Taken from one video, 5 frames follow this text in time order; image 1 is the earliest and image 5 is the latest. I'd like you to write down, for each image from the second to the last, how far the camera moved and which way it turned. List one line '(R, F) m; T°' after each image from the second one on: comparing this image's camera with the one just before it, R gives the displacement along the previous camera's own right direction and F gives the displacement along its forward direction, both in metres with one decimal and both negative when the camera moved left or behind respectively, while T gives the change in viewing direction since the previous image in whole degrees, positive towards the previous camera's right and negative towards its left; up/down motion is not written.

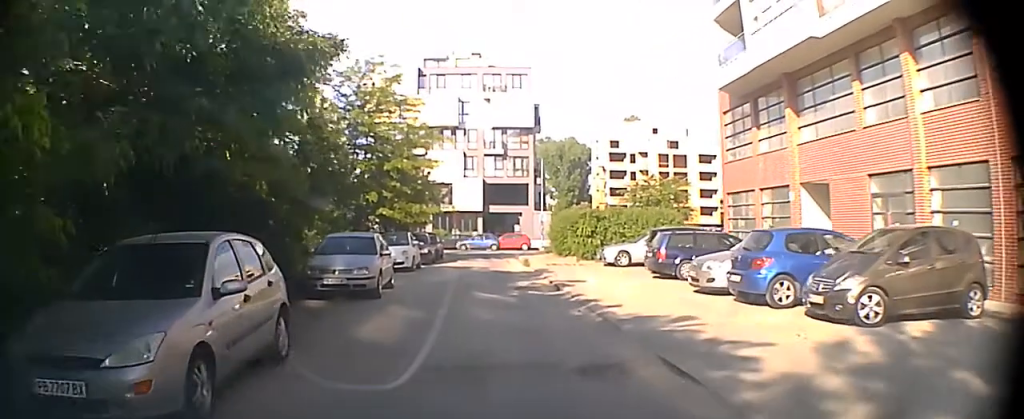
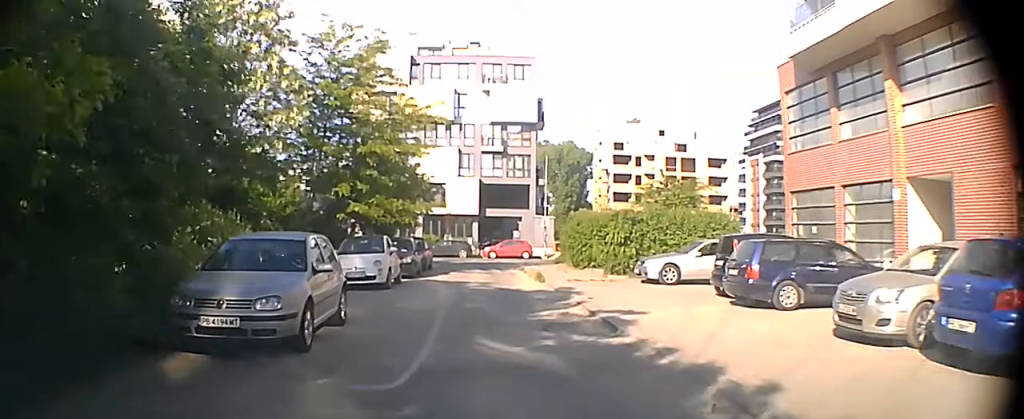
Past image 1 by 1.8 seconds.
(0.0, +7.9) m; +1°
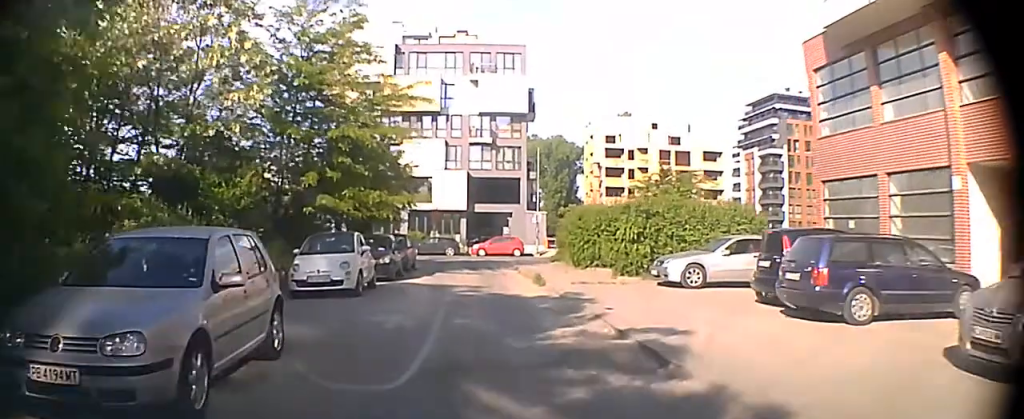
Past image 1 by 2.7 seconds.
(0.0, +3.8) m; 0°
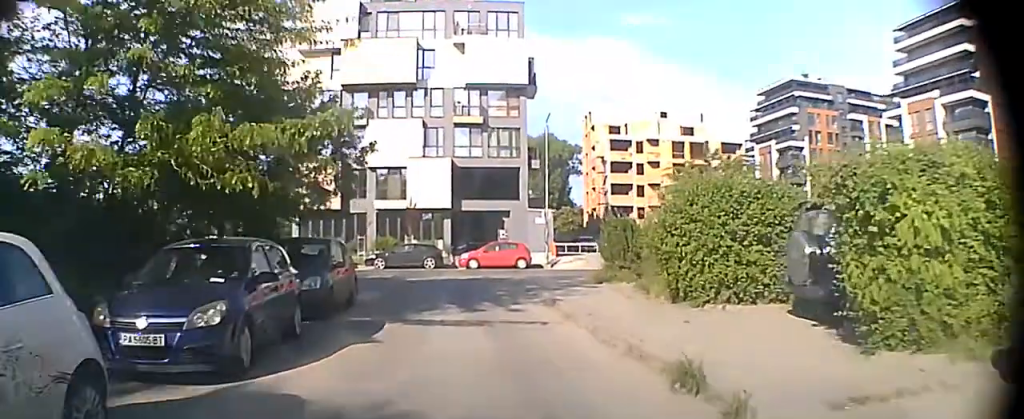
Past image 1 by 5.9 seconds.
(+0.3, +13.2) m; +1°
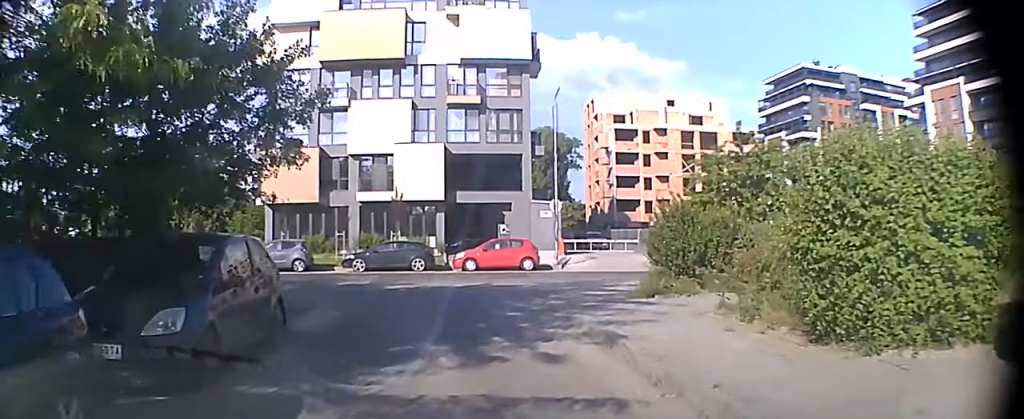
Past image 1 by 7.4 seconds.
(-0.1, +5.4) m; -1°
